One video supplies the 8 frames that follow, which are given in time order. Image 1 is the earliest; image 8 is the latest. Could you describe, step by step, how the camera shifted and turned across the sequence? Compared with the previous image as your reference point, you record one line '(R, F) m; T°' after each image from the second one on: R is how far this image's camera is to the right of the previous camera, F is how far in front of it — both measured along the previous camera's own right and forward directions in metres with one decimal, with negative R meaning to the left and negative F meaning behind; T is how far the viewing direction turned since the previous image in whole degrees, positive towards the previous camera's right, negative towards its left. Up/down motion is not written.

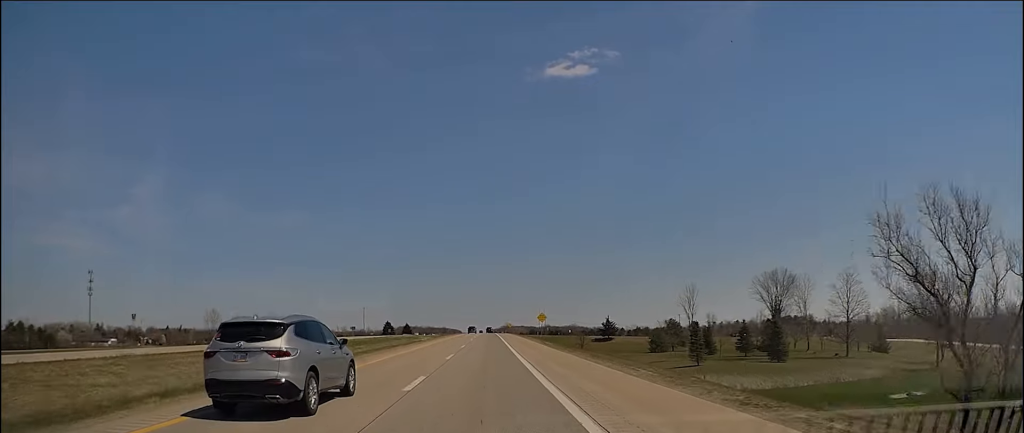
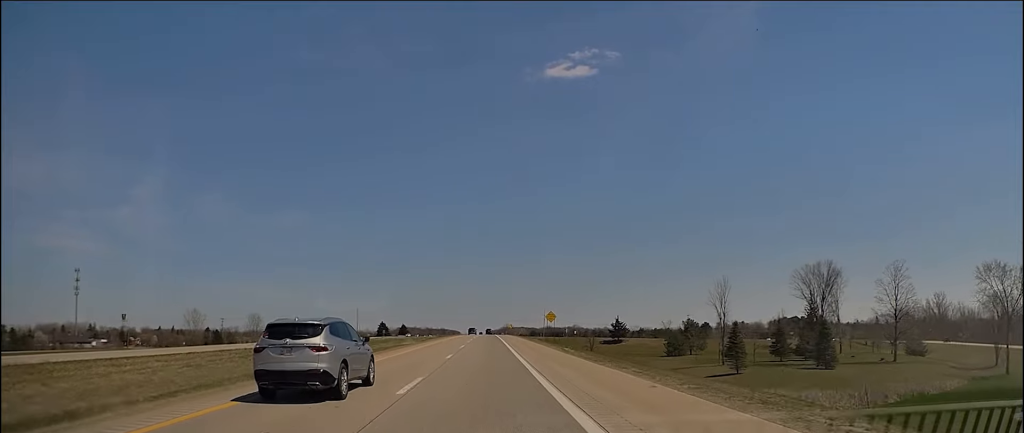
(-0.1, +15.3) m; -1°
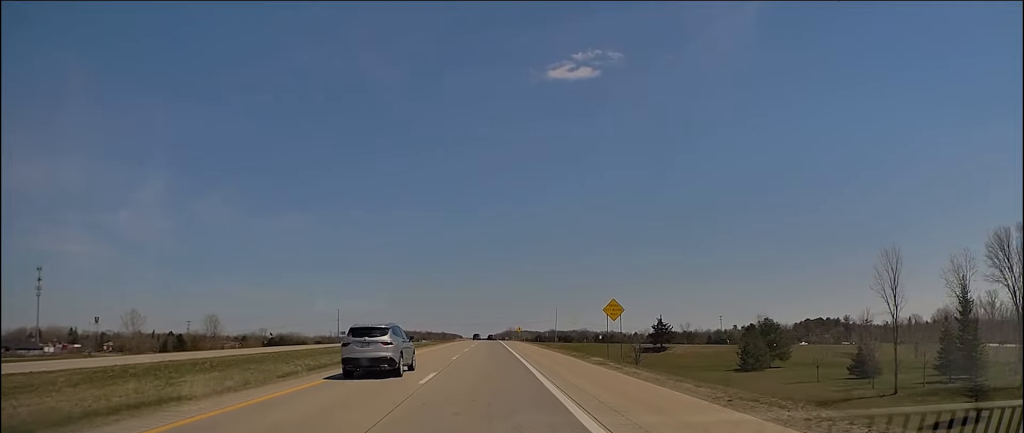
(-0.6, +43.1) m; -1°
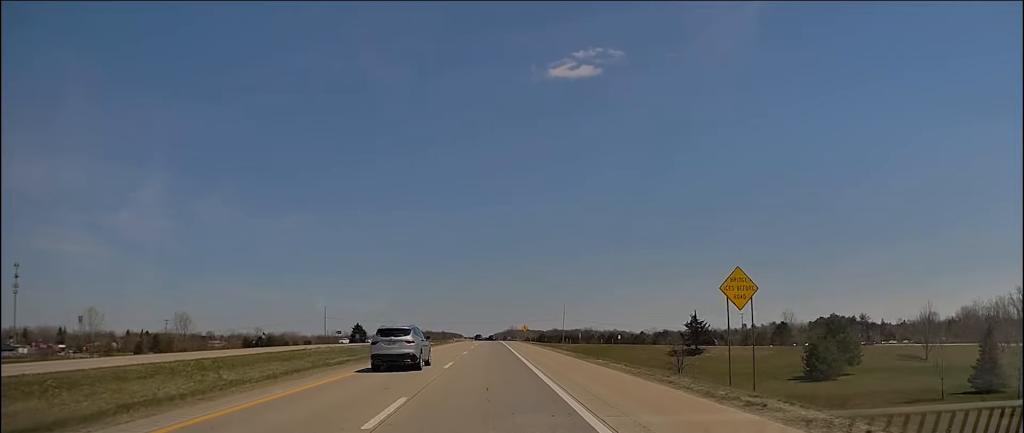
(0.0, +22.9) m; +1°
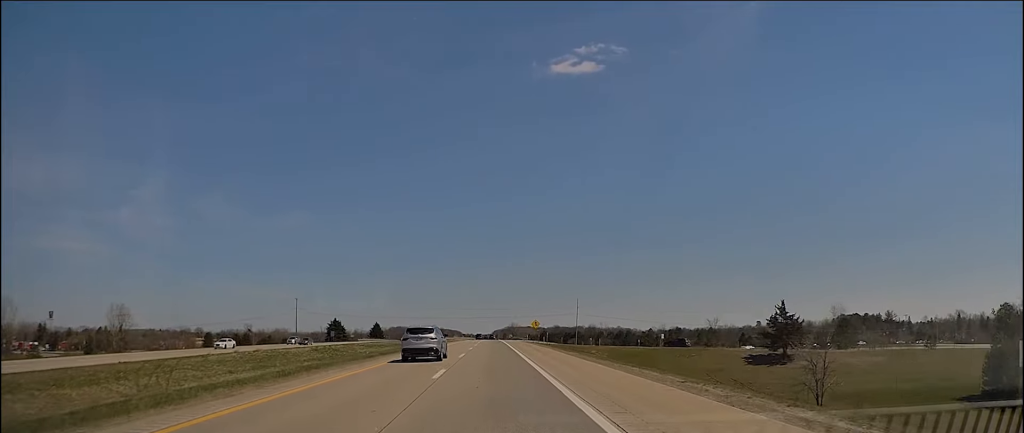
(+0.5, +36.2) m; +1°
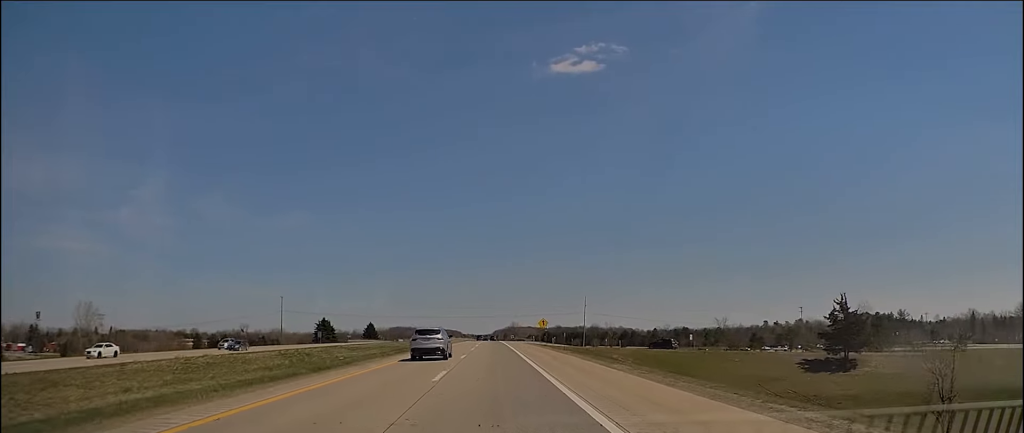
(-0.1, +15.3) m; 0°
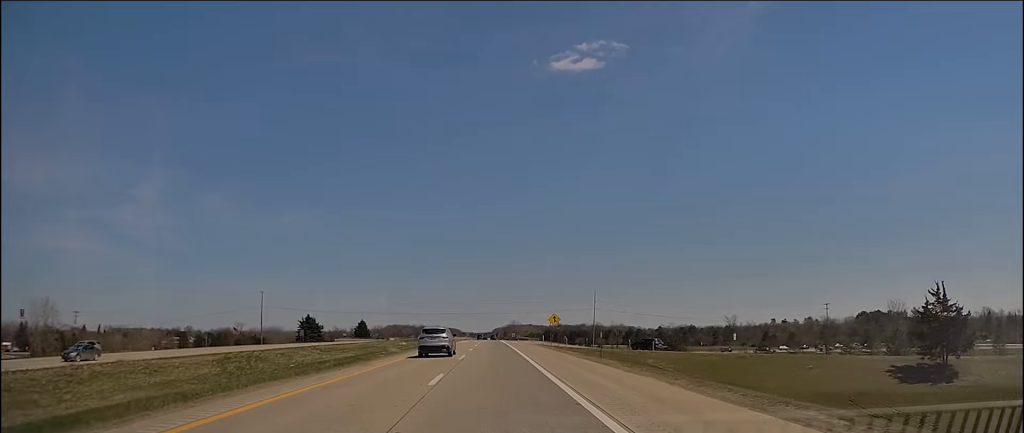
(-0.2, +17.2) m; -1°
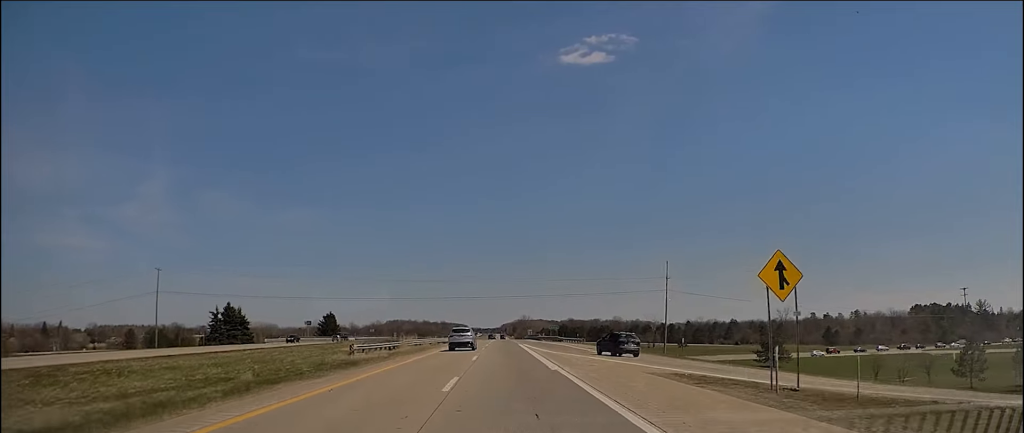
(+1.0, +62.0) m; +1°
